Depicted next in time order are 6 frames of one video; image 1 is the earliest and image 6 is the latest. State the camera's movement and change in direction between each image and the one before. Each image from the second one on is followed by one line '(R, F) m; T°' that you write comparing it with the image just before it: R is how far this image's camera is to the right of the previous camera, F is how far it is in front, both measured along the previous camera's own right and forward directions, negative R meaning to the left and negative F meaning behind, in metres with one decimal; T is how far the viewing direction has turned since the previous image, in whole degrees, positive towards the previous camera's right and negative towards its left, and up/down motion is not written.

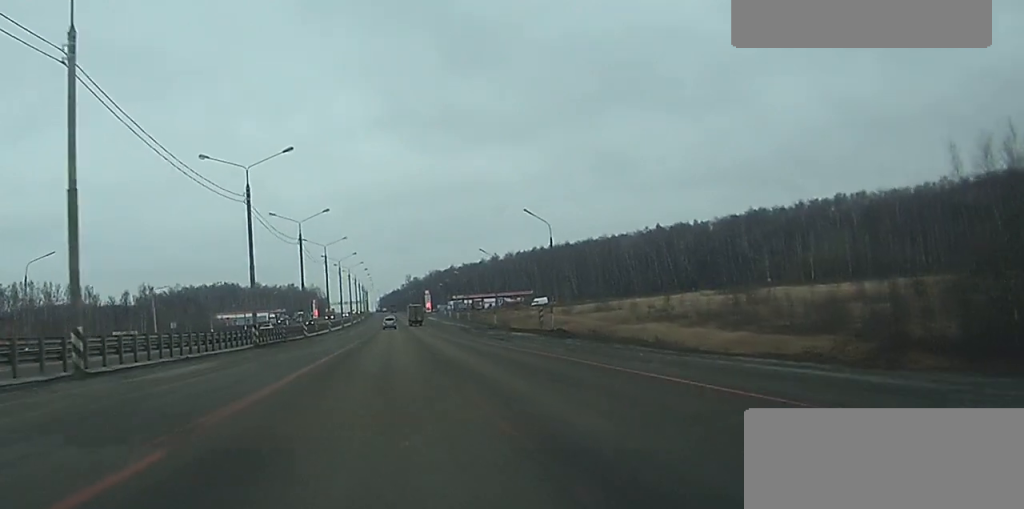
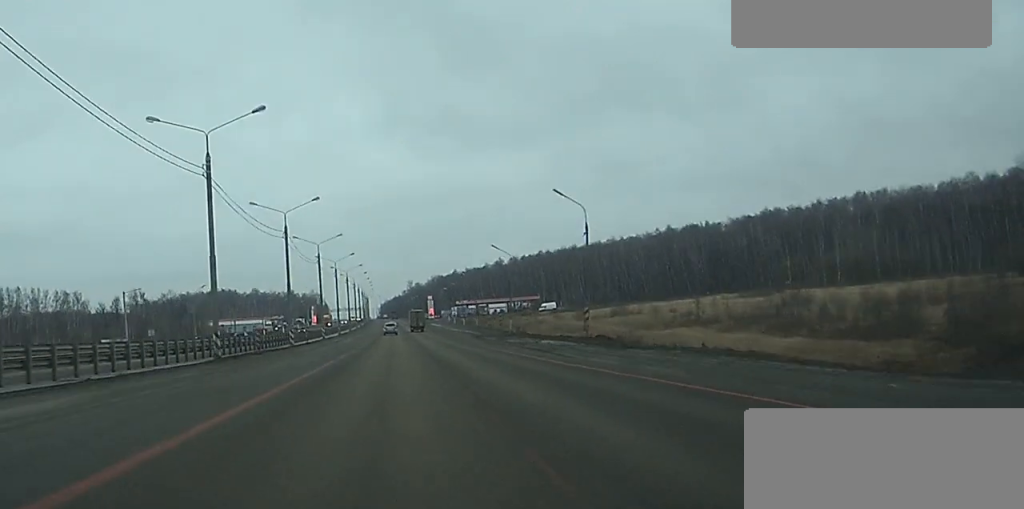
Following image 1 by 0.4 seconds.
(0.0, +13.0) m; 0°
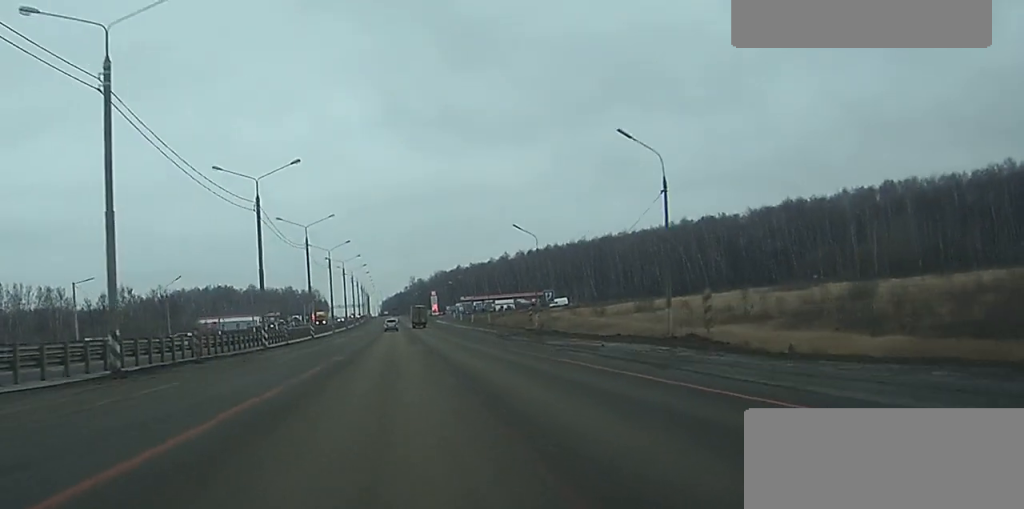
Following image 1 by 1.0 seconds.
(0.0, +17.0) m; 0°
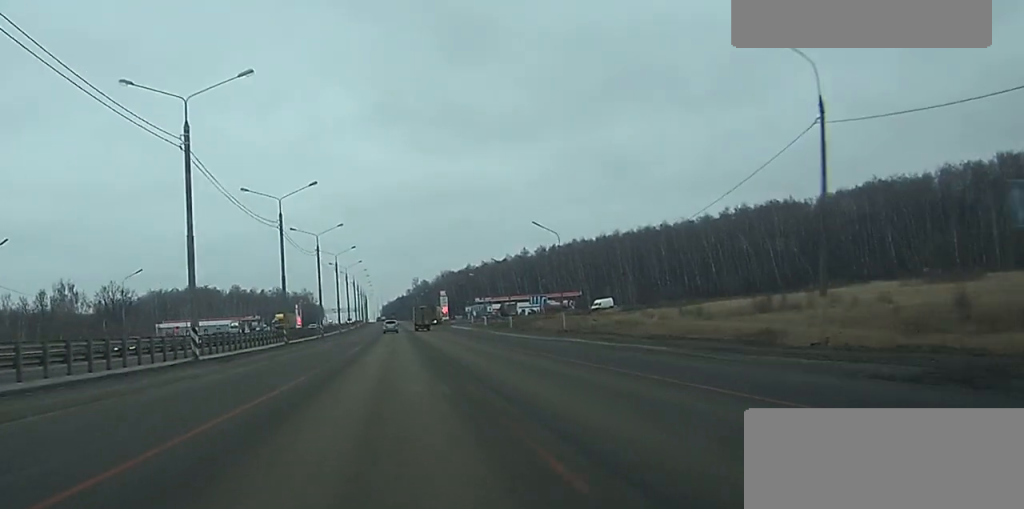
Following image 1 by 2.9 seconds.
(+0.1, +56.1) m; 0°
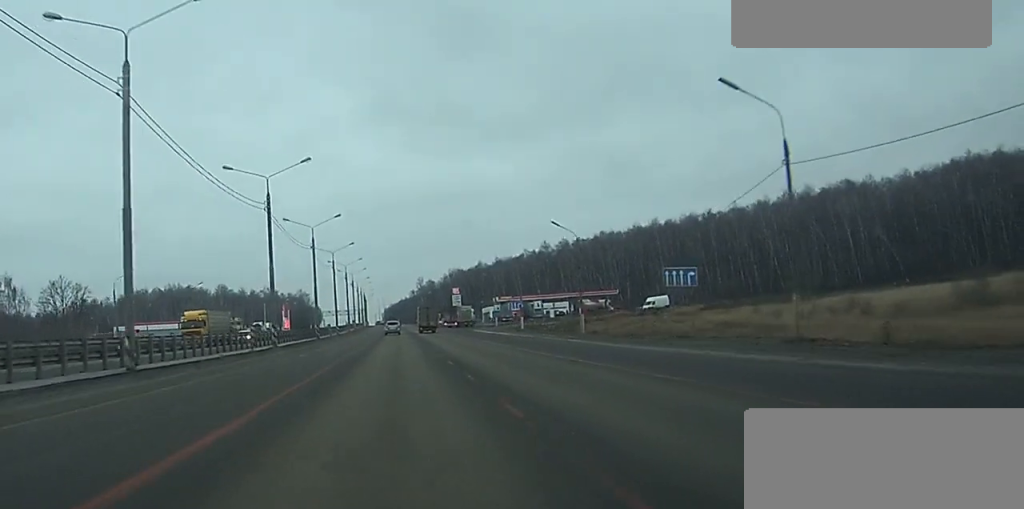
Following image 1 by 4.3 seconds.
(0.0, +43.0) m; 0°
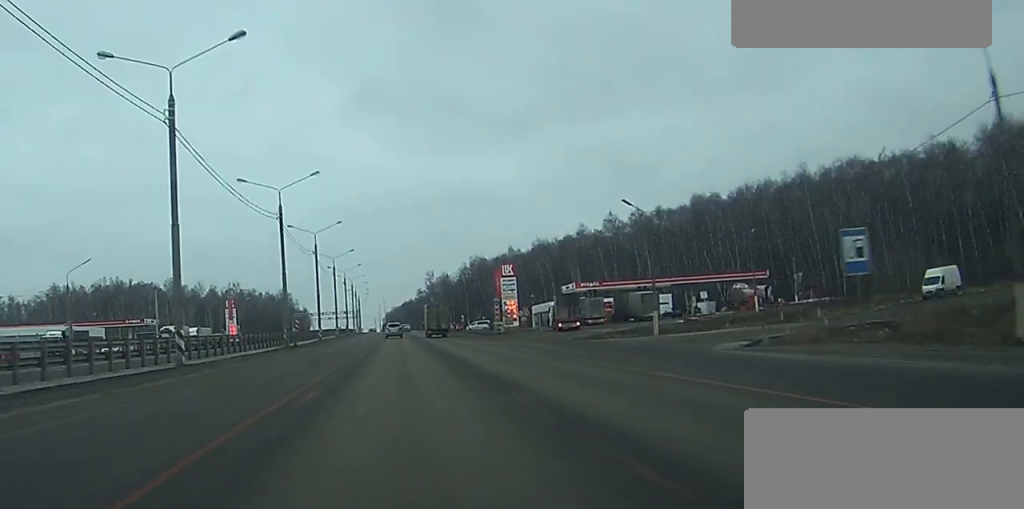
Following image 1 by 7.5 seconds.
(-0.4, +94.4) m; 0°
